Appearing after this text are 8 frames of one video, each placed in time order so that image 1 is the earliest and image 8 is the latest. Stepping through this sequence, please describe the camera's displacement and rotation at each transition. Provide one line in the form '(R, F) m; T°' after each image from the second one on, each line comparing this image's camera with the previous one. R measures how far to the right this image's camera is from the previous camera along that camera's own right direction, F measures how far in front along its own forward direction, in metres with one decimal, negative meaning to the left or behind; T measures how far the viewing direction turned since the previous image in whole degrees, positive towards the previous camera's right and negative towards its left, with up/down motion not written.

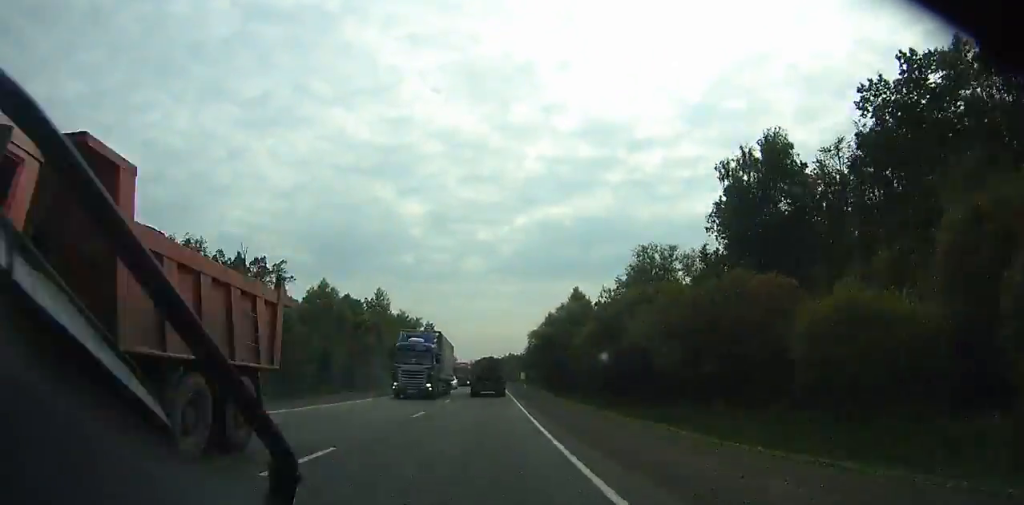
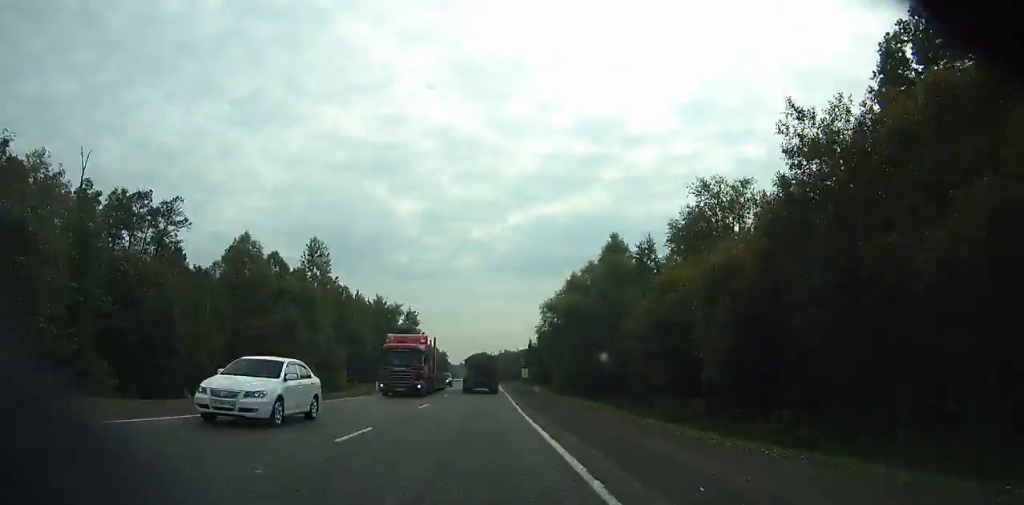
(-0.1, +31.8) m; 0°
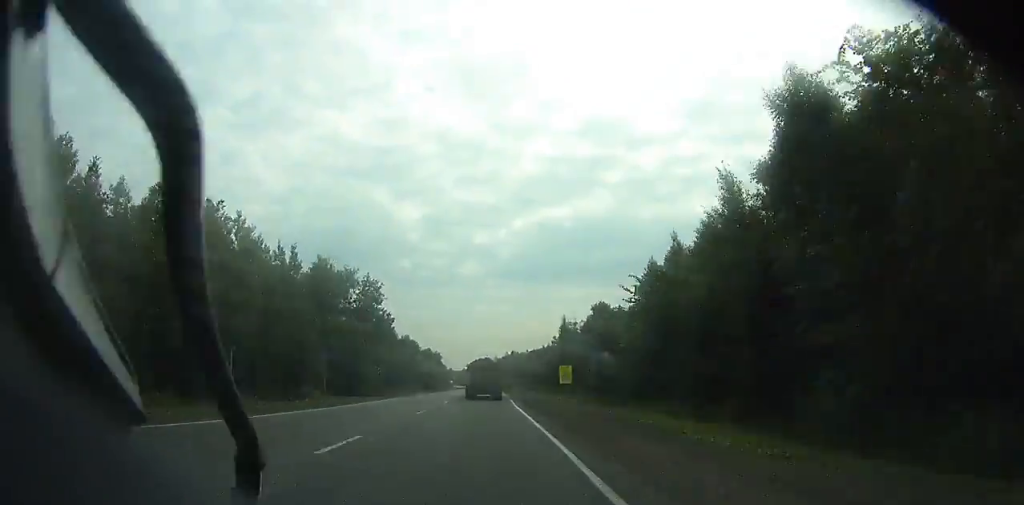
(+0.1, +60.4) m; 0°
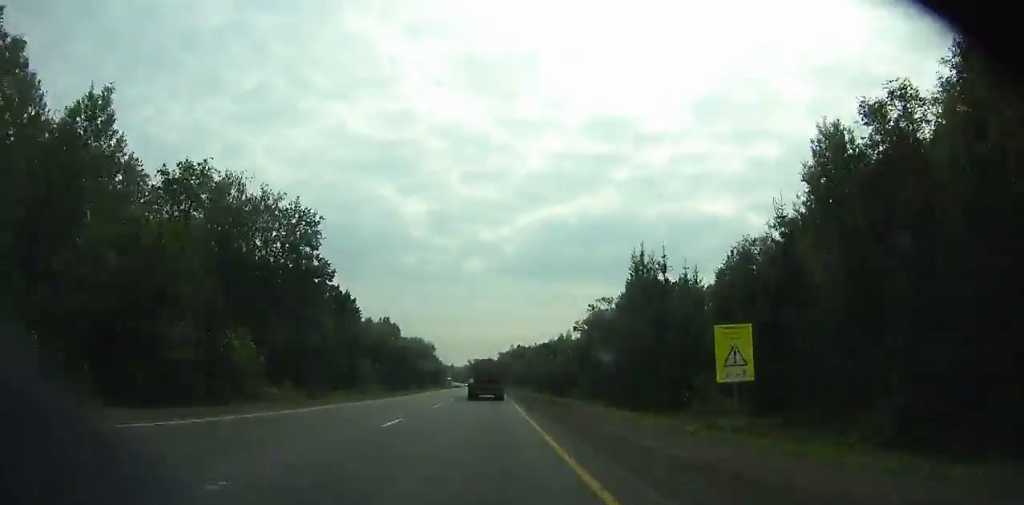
(0.0, +41.8) m; 0°
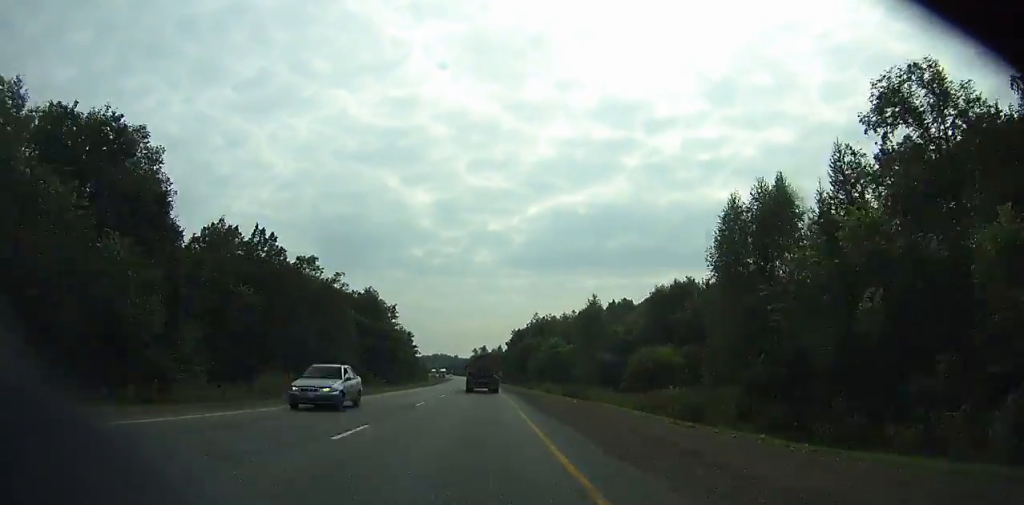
(-1.0, +112.5) m; -1°
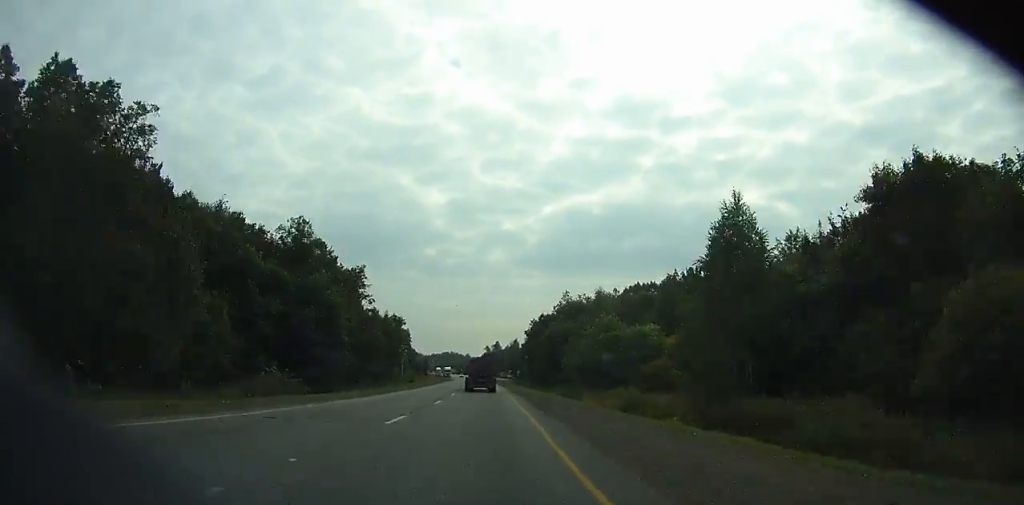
(-0.5, +45.2) m; 0°
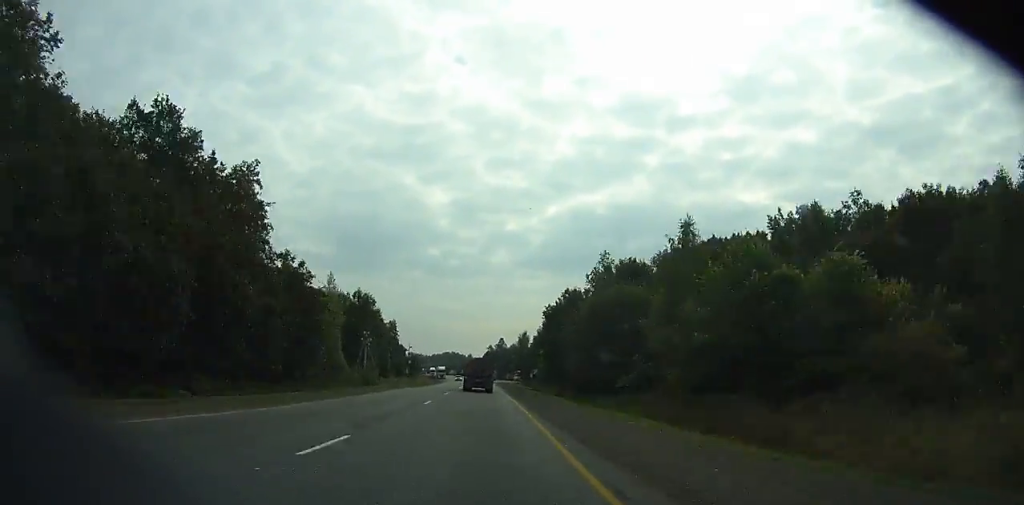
(+0.7, +43.6) m; +11°
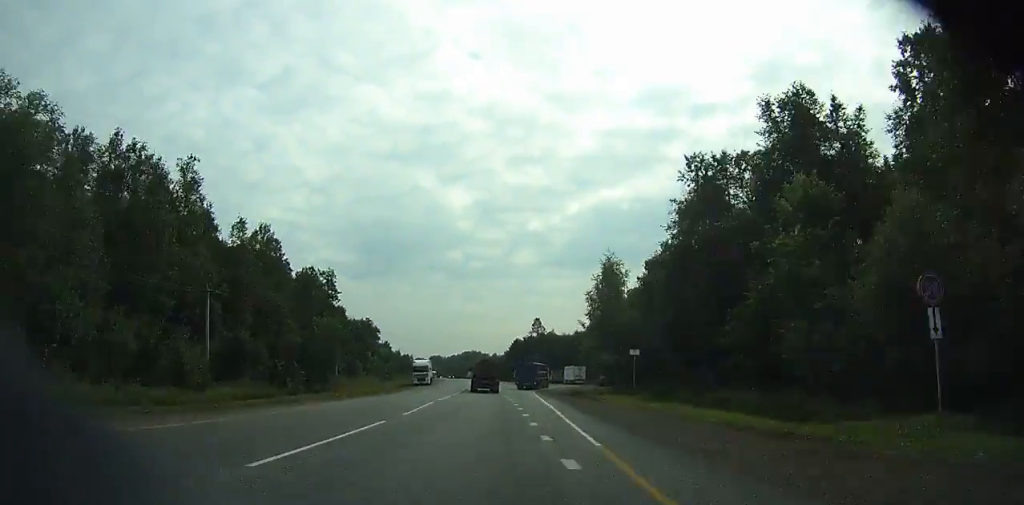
(+9.1, +88.7) m; -17°
